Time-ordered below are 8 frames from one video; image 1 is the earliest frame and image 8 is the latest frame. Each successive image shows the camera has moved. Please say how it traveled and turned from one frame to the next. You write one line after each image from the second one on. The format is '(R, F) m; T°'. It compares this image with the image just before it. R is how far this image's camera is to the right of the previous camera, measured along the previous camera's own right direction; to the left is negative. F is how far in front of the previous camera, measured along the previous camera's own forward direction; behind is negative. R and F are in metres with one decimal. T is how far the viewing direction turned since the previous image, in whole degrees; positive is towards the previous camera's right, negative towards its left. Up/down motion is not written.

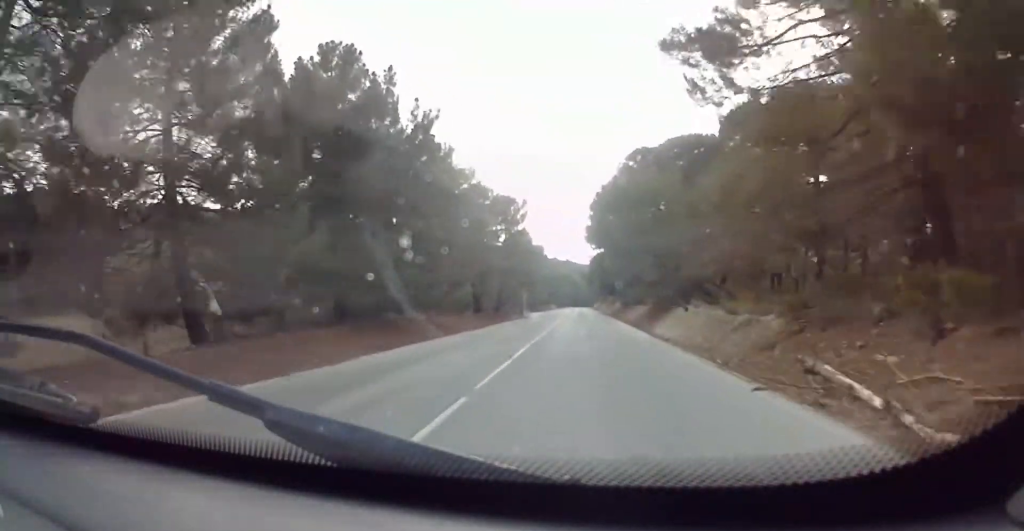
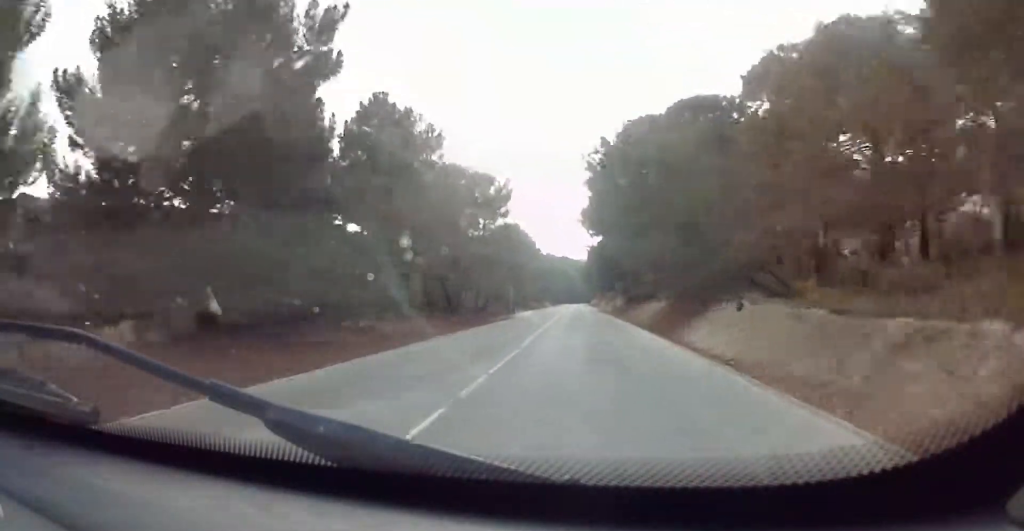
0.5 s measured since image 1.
(0.0, +11.1) m; 0°
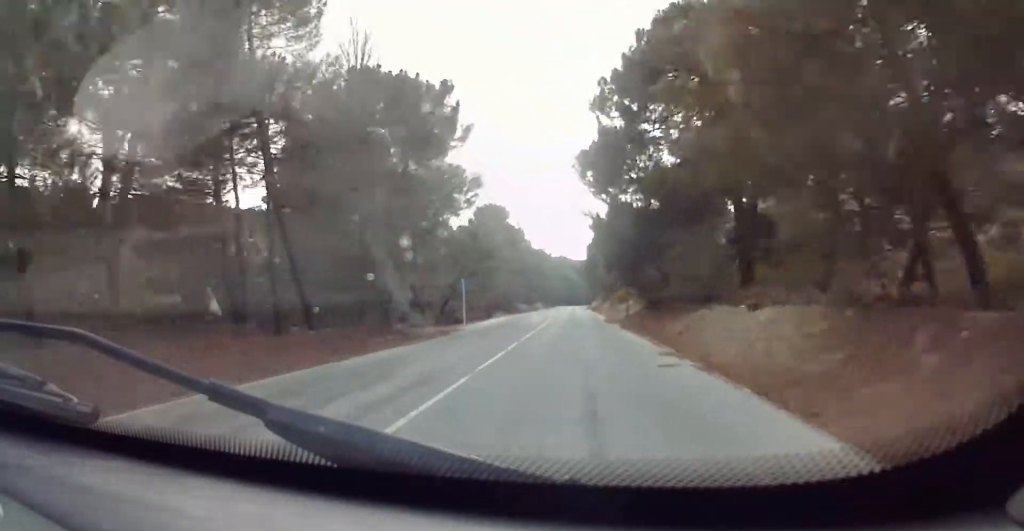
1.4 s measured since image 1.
(-0.1, +23.8) m; 0°
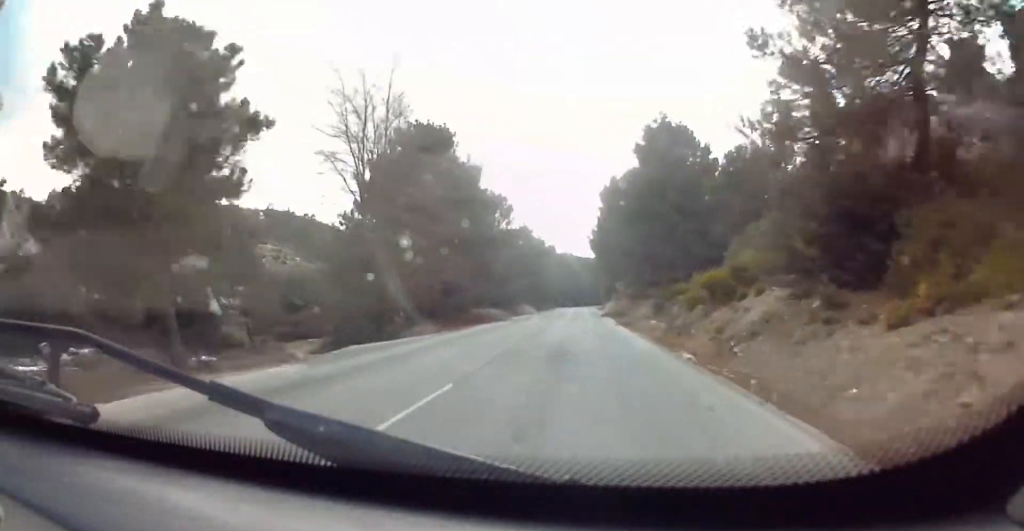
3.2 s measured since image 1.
(+0.5, +45.7) m; +1°
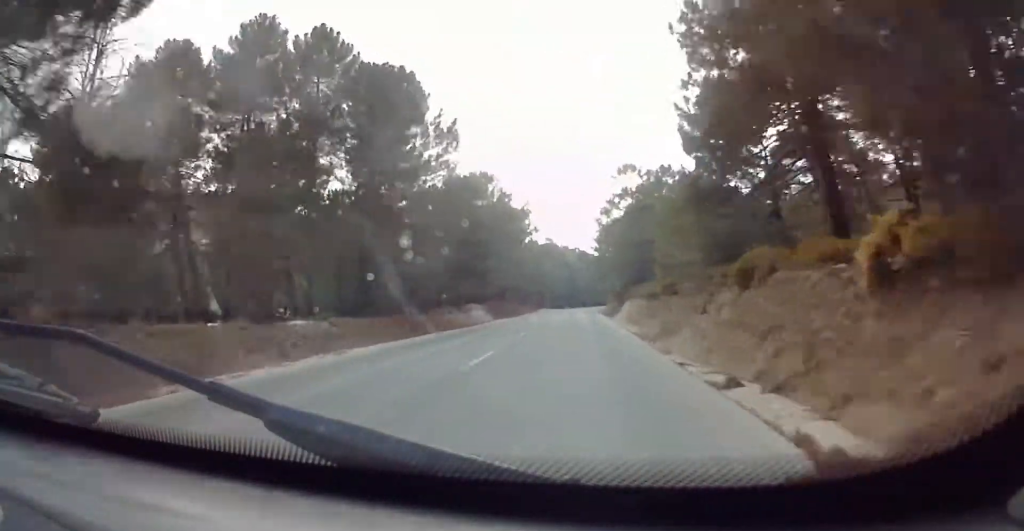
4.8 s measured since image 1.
(-0.6, +44.7) m; -1°
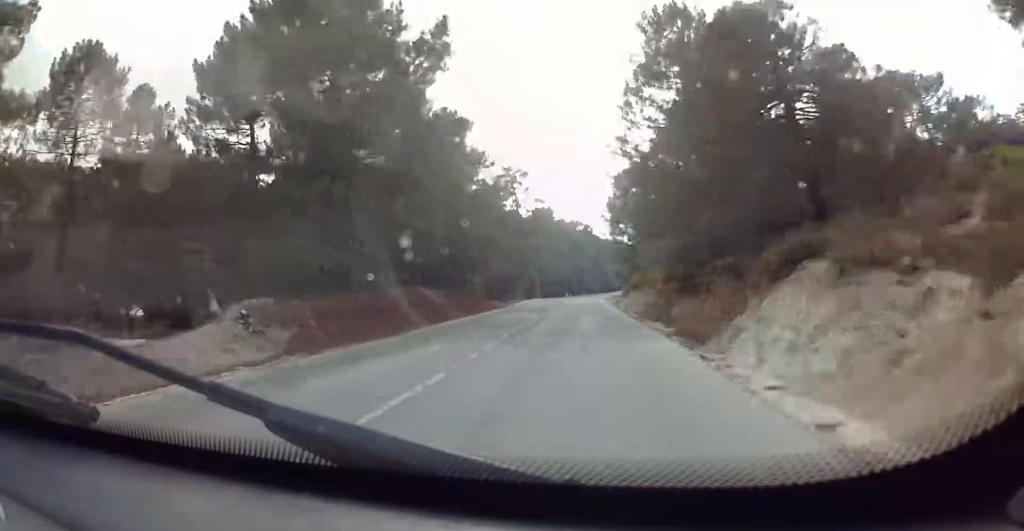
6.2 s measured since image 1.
(+0.3, +38.8) m; +1°
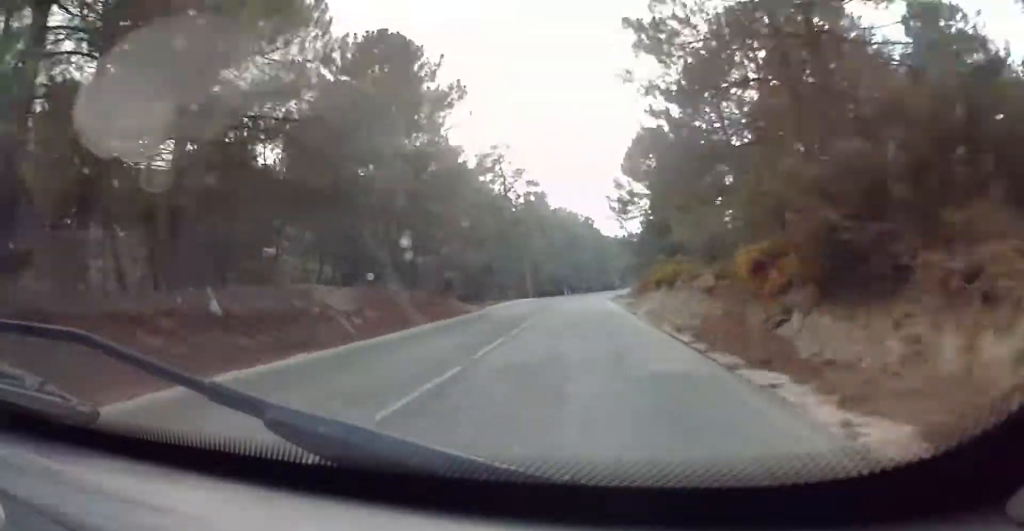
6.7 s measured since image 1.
(+0.1, +15.2) m; +1°
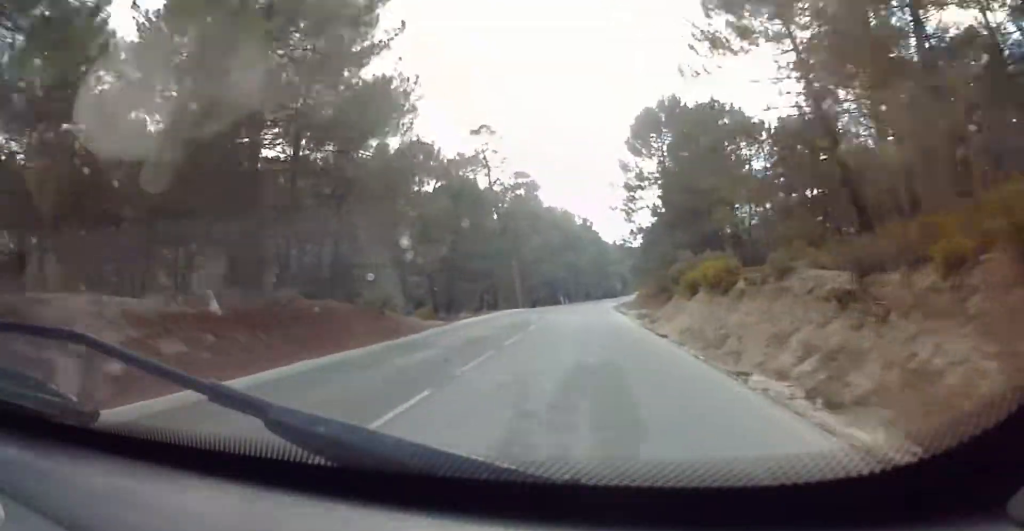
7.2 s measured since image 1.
(-0.1, +12.3) m; +1°
